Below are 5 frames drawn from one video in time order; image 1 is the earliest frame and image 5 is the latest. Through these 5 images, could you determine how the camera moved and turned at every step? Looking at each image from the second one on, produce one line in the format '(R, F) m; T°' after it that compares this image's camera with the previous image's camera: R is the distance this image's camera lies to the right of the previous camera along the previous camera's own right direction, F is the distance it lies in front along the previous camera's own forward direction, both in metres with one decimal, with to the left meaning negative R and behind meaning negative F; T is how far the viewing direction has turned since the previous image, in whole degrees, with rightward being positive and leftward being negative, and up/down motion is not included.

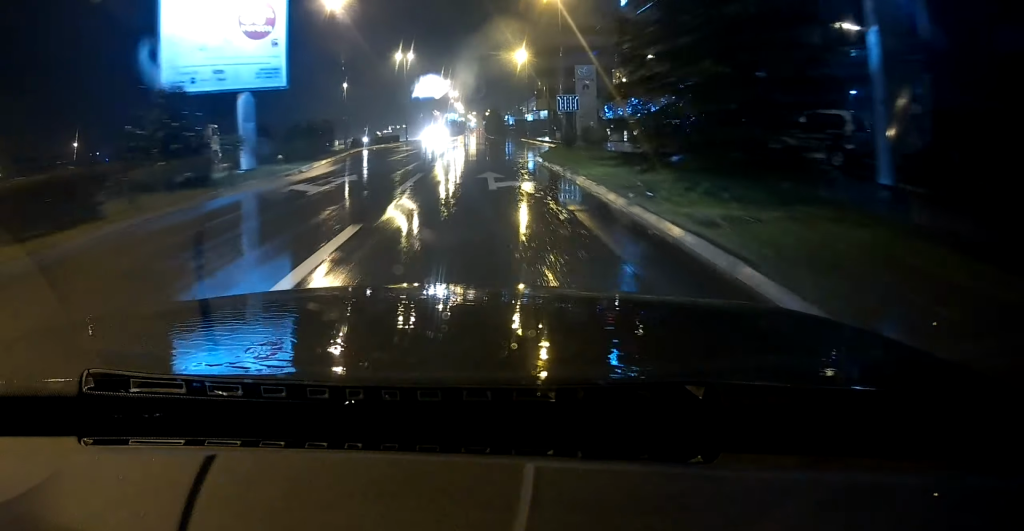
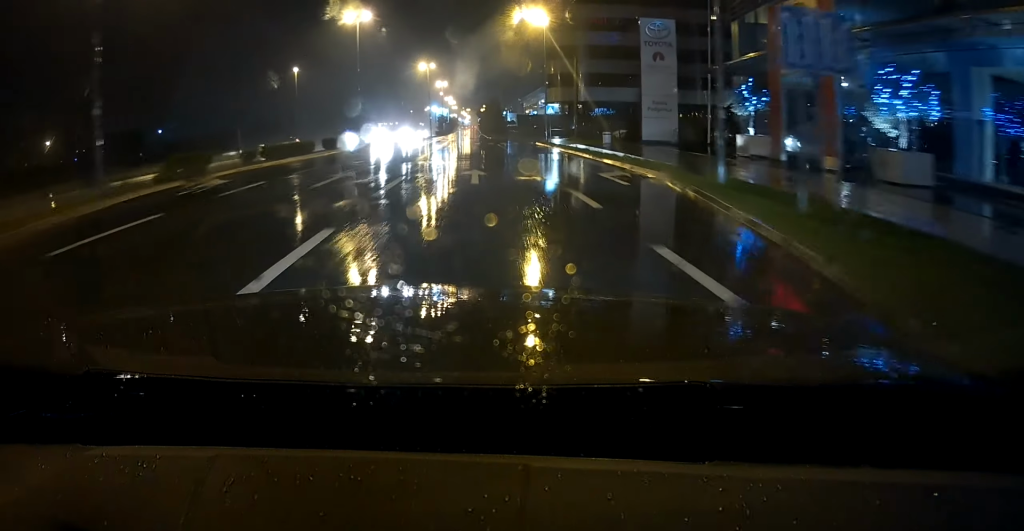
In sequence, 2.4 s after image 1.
(+0.2, +27.3) m; +2°
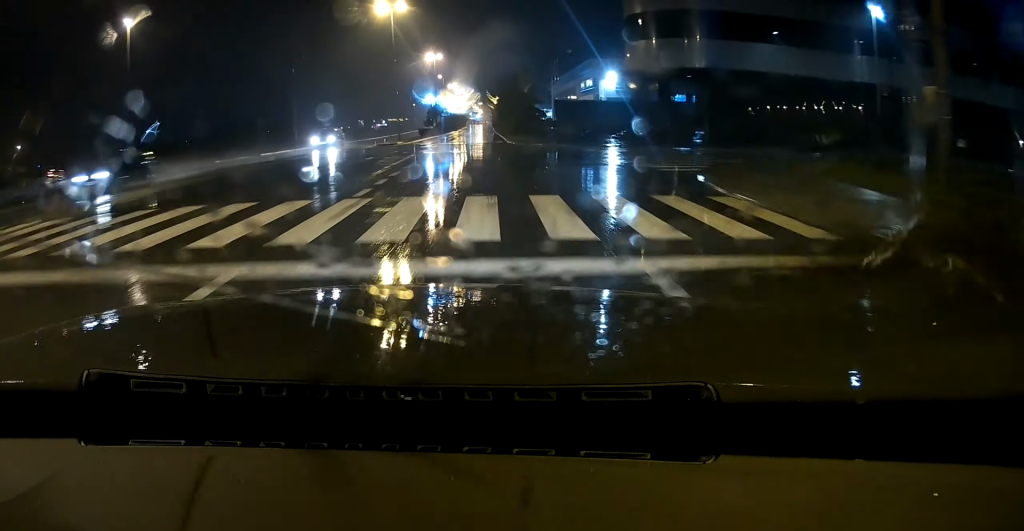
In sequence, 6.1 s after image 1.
(+0.5, +43.0) m; -1°
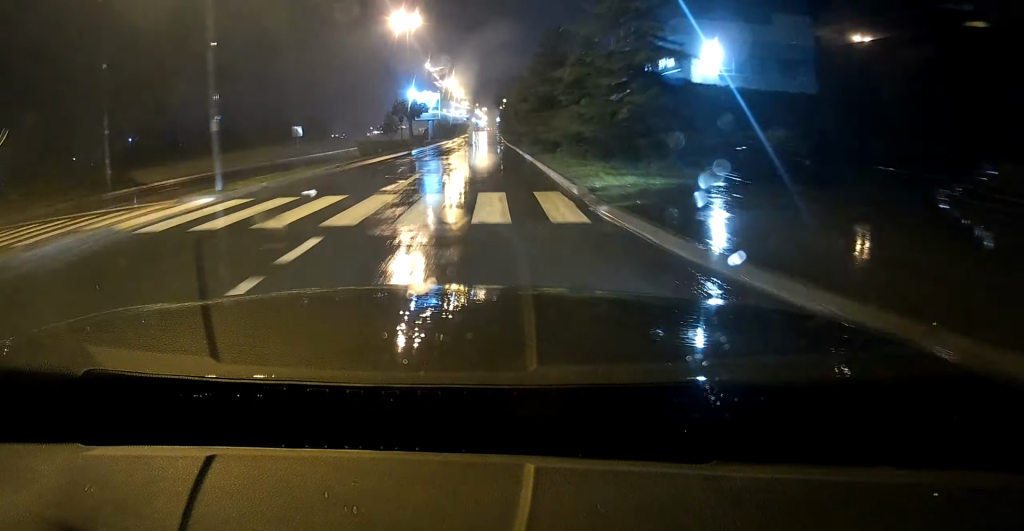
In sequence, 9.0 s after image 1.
(-0.7, +33.9) m; -2°
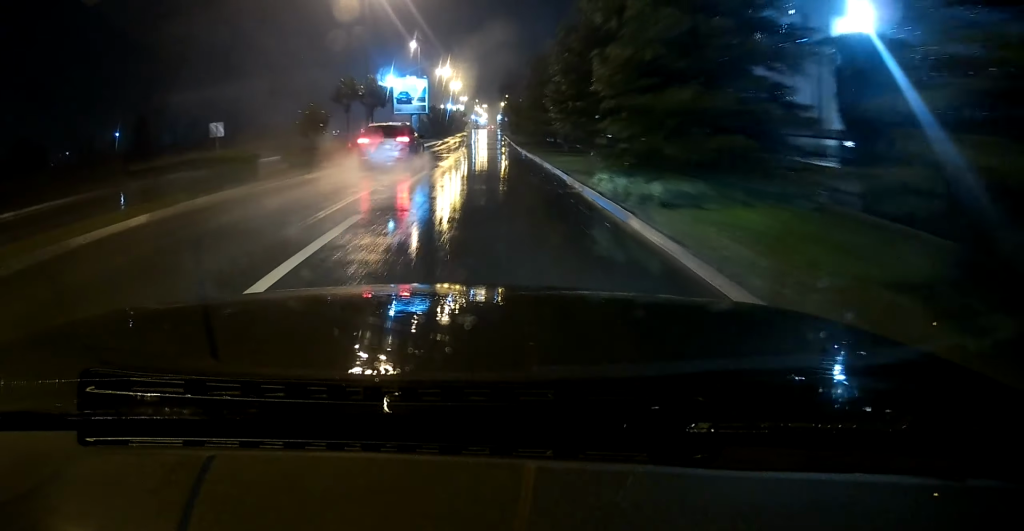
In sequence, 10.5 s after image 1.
(0.0, +19.1) m; 0°
